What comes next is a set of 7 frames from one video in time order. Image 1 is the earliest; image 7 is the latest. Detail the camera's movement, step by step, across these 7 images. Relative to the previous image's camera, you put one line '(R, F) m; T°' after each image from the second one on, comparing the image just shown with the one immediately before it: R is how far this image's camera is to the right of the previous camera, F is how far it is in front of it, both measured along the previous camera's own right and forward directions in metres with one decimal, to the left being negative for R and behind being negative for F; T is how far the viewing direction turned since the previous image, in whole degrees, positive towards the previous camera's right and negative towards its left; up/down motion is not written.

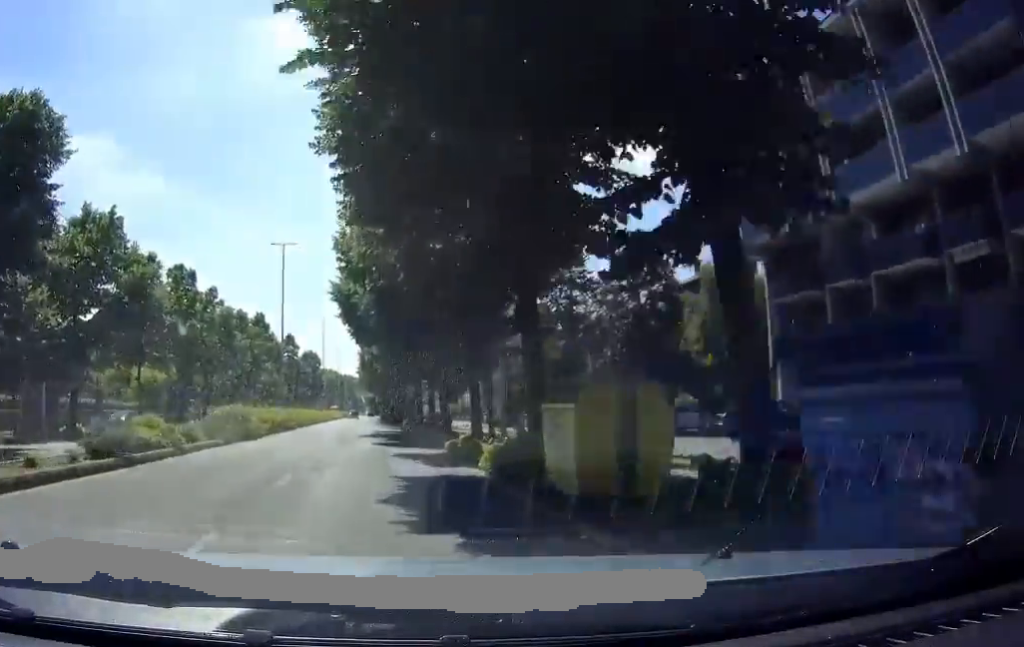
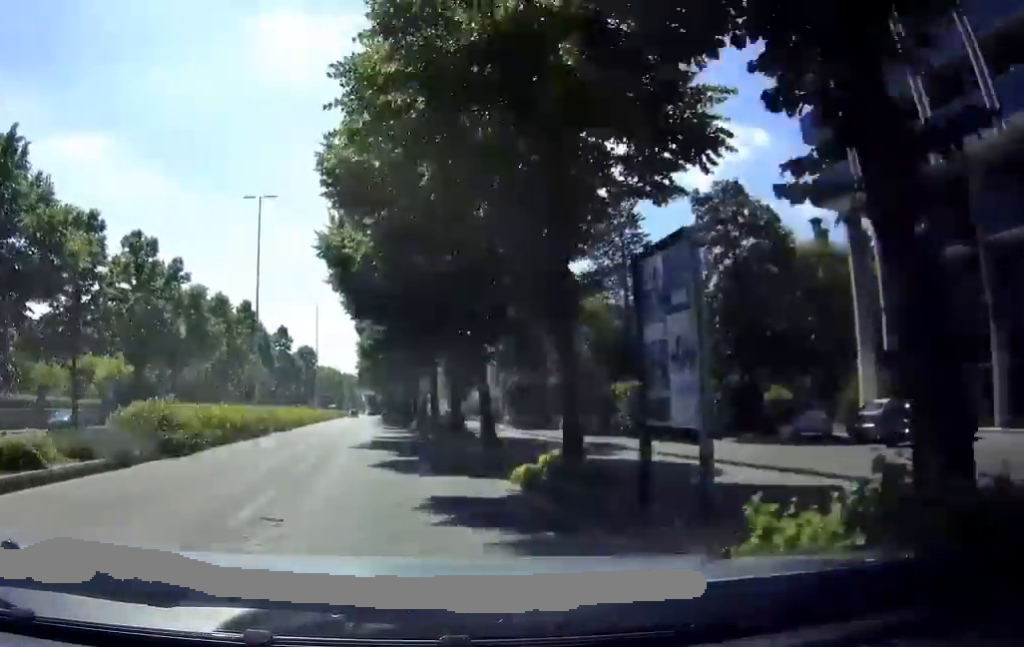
(+0.2, +9.6) m; 0°
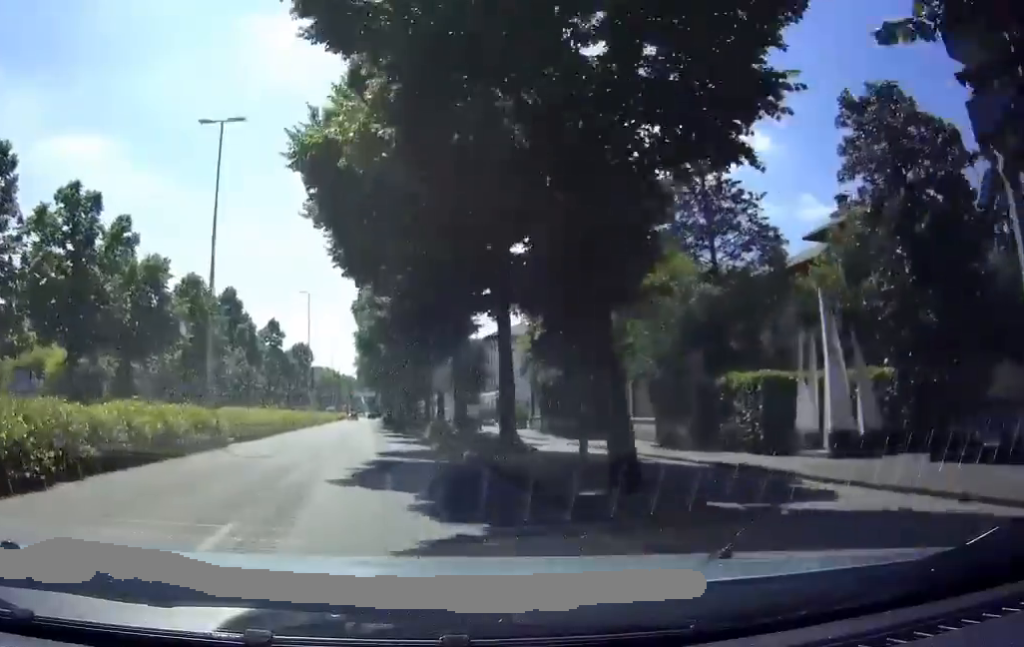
(-0.2, +10.1) m; -1°
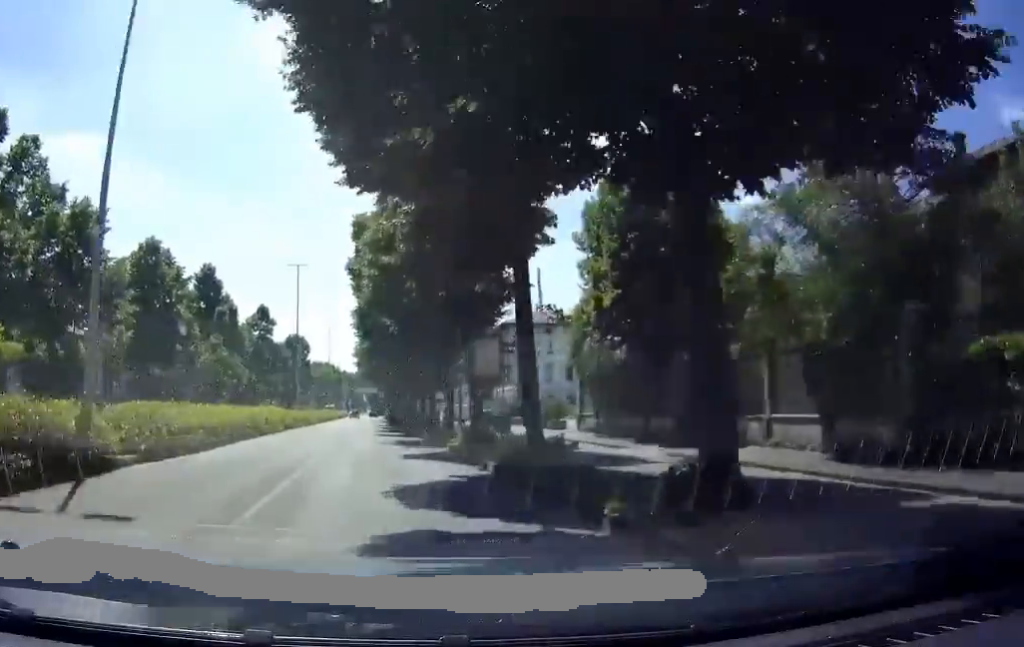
(-0.2, +11.1) m; -1°
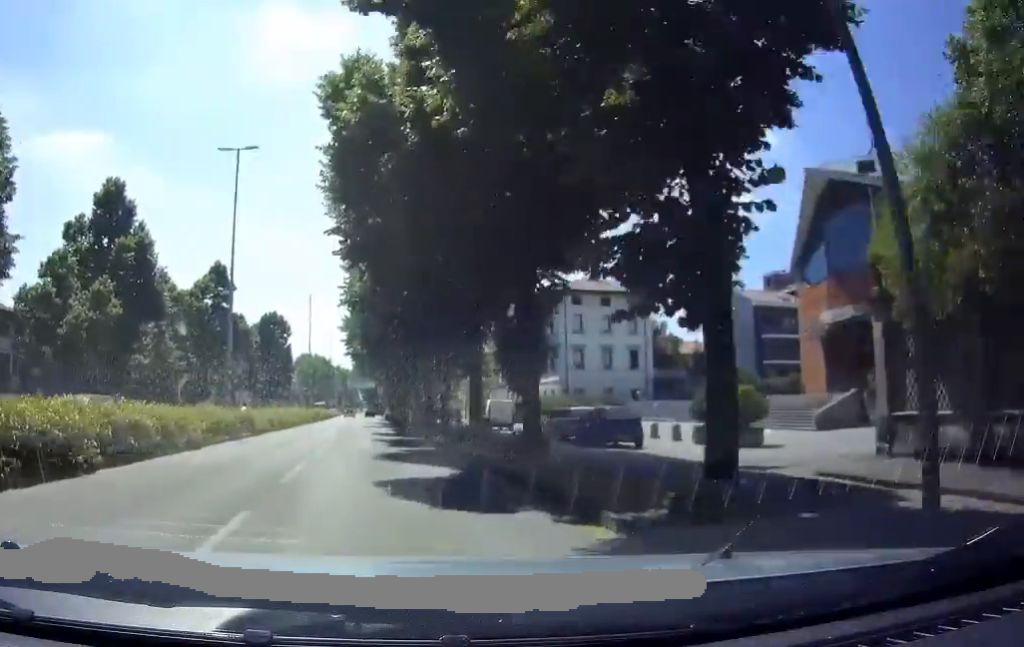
(0.0, +24.1) m; 0°
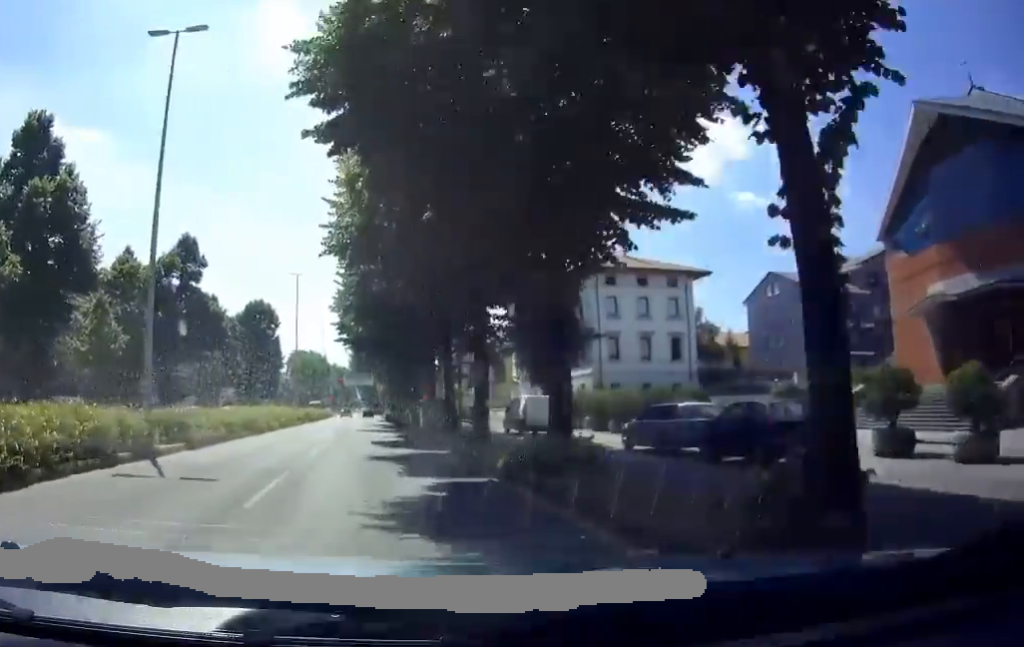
(+0.1, +10.3) m; 0°
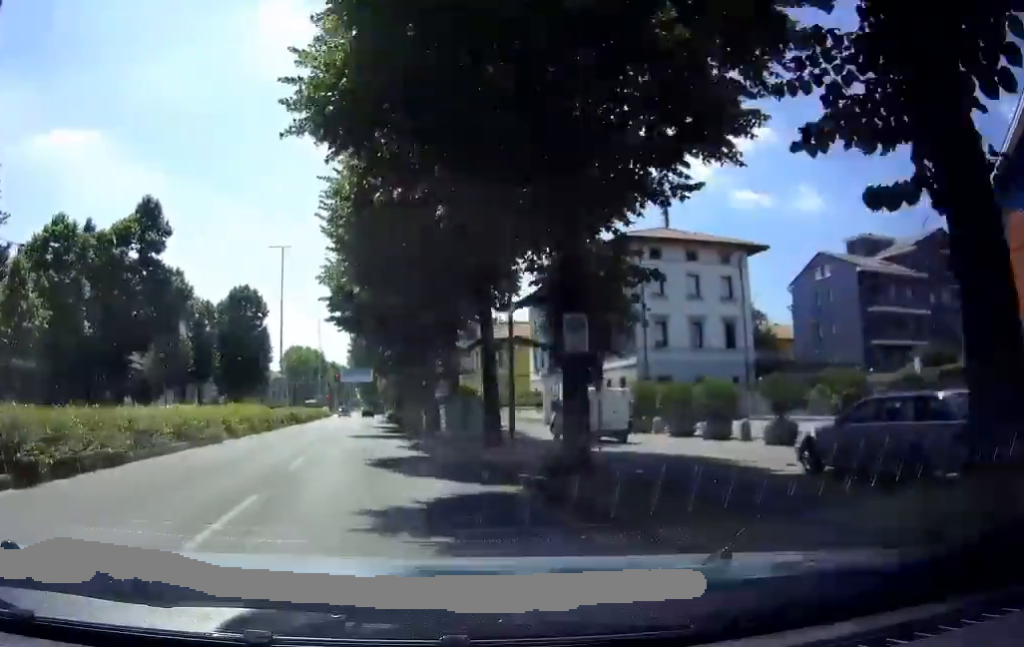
(+0.1, +10.1) m; 0°
